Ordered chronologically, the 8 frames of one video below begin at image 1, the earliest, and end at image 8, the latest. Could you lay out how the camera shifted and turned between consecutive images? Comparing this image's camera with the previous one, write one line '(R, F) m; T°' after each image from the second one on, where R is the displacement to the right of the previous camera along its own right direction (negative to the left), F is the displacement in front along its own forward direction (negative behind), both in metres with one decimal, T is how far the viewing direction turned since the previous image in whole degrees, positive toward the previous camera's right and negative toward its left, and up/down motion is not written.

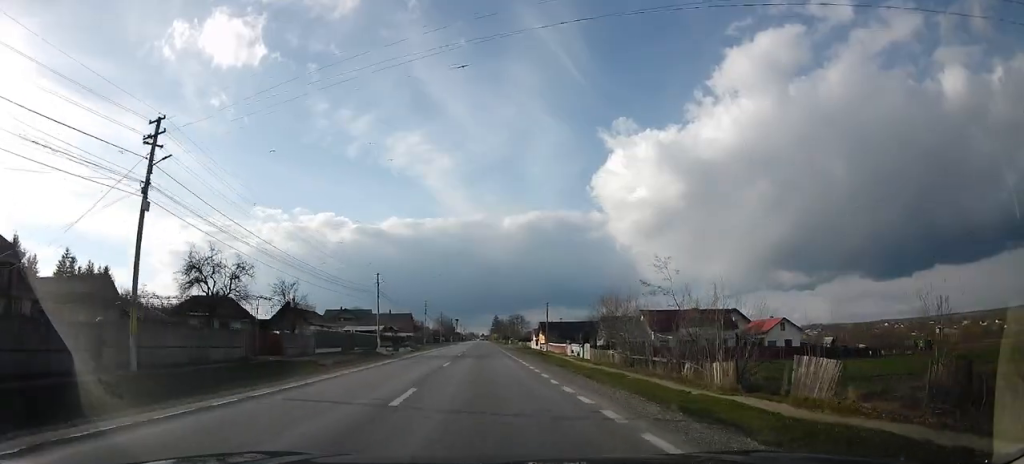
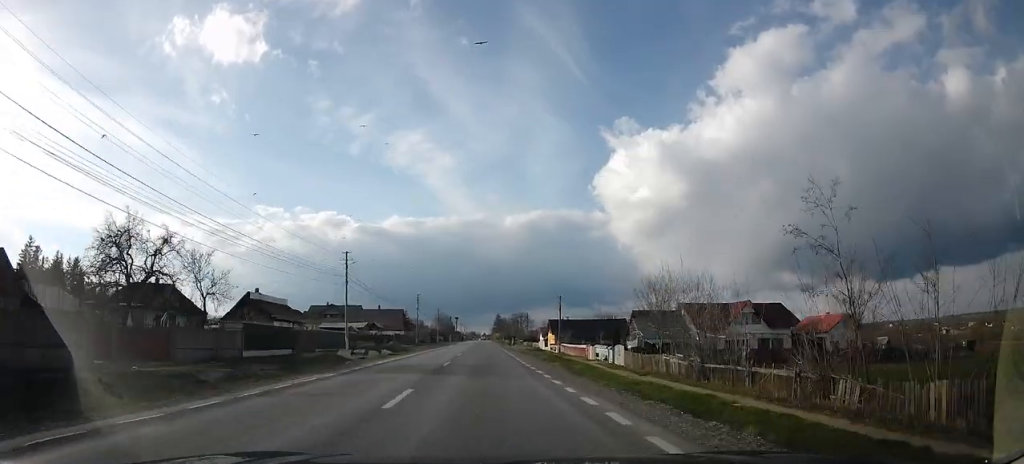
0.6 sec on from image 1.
(0.0, +12.7) m; 0°
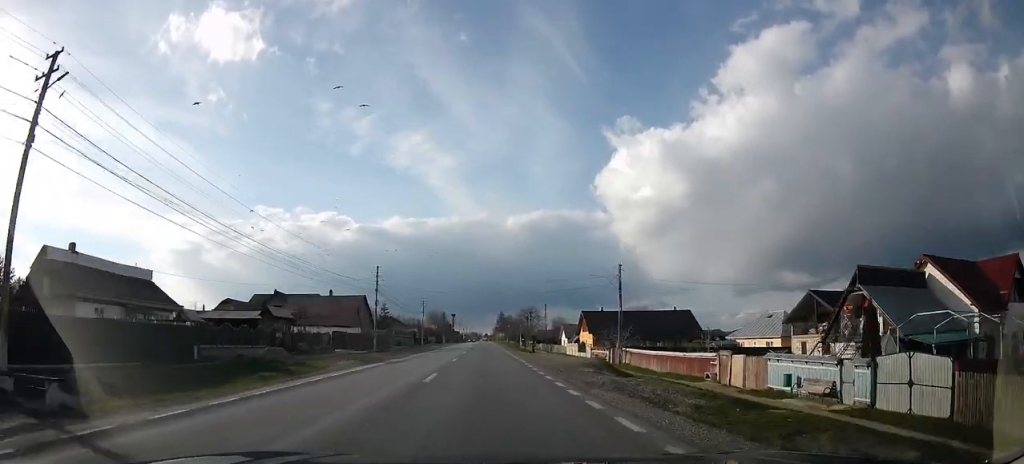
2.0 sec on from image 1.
(-0.1, +31.4) m; 0°
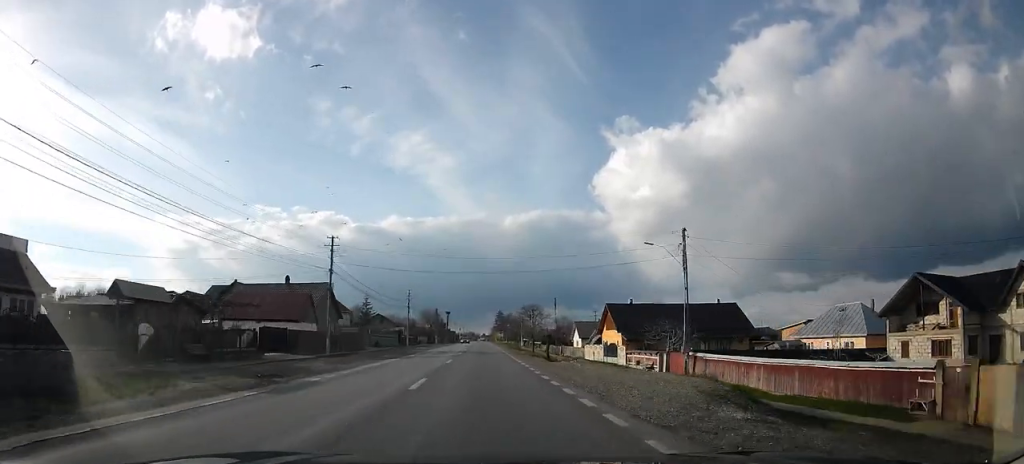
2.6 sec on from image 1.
(0.0, +14.2) m; 0°
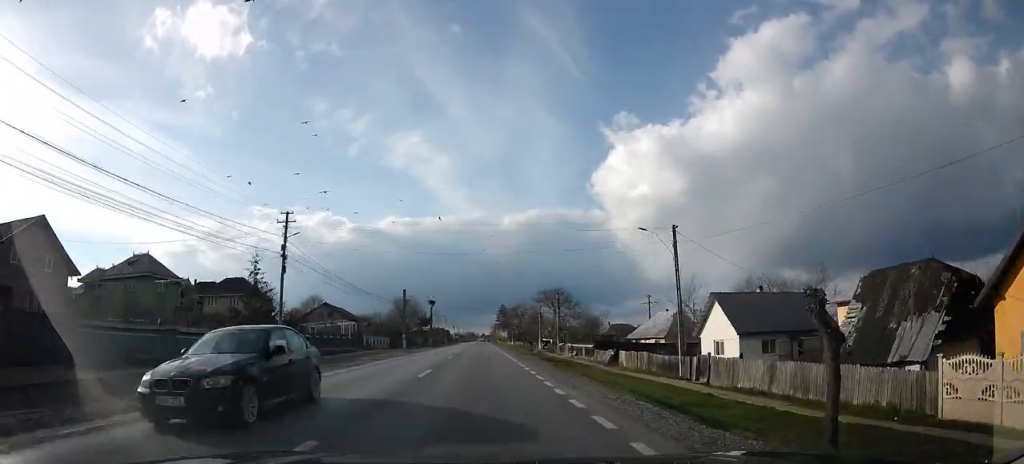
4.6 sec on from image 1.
(0.0, +45.5) m; 0°
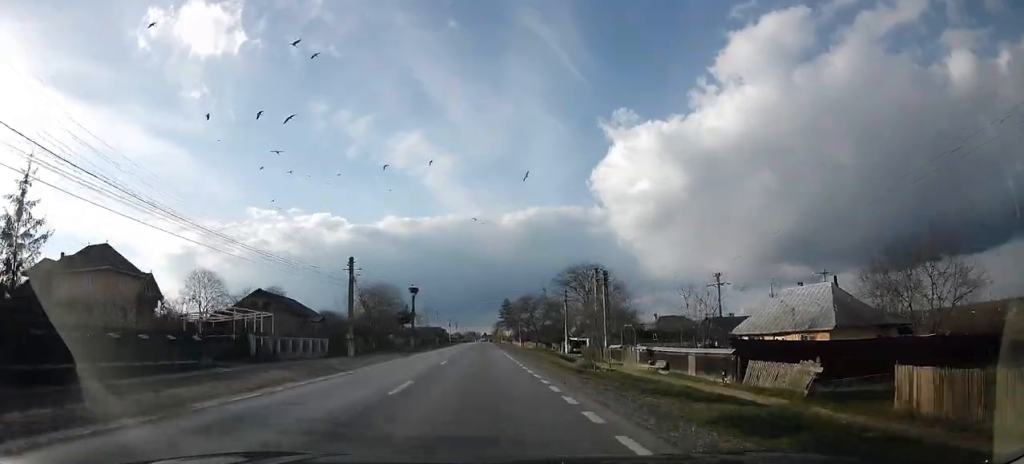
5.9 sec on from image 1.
(+0.5, +28.4) m; +2°
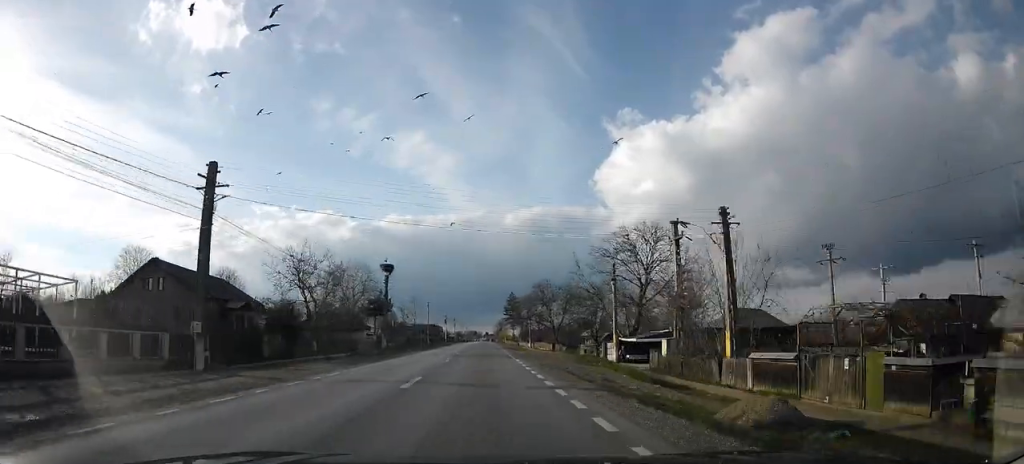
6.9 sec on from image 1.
(+0.1, +23.4) m; -1°
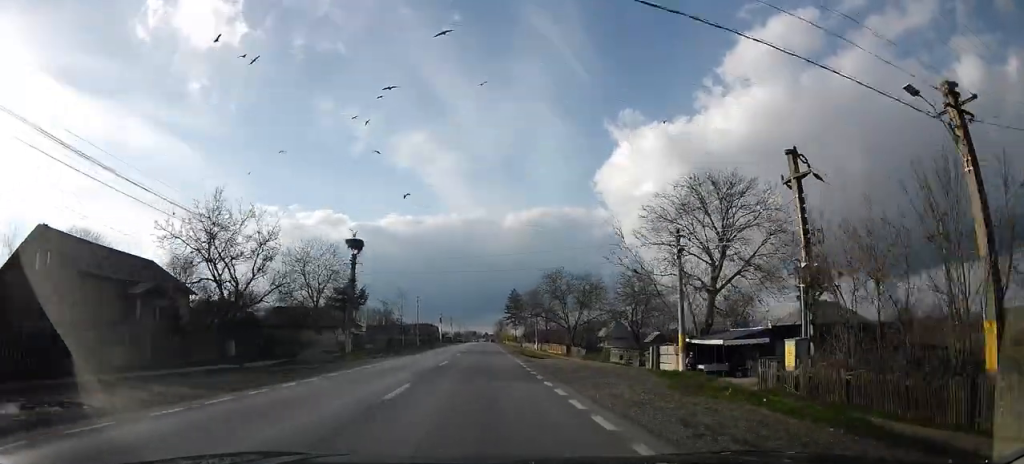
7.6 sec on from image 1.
(-0.2, +14.4) m; -1°
